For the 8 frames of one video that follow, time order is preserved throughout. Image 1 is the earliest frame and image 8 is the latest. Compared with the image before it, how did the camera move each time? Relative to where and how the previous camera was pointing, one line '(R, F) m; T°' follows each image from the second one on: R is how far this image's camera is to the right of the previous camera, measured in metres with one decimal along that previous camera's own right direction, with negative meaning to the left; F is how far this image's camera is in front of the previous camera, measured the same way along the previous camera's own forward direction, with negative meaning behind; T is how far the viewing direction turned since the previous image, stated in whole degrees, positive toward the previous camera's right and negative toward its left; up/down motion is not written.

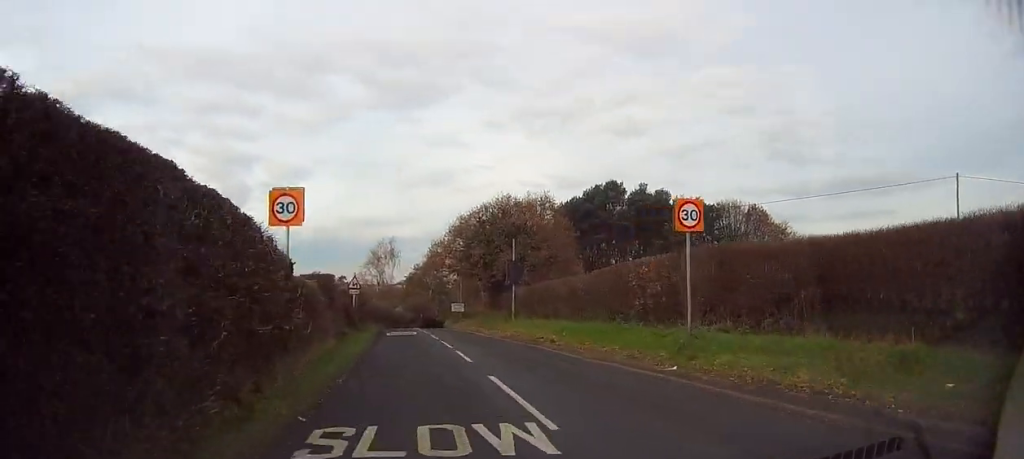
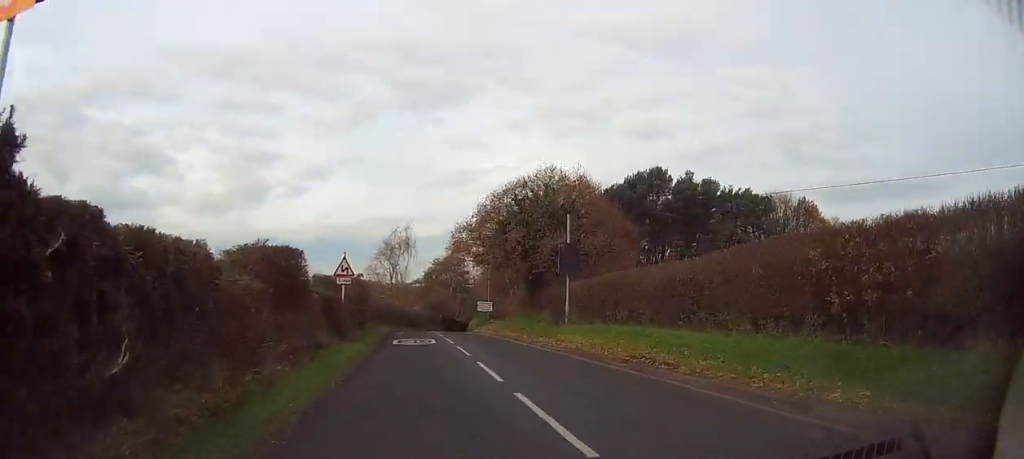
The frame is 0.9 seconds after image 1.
(-0.2, +10.4) m; -1°
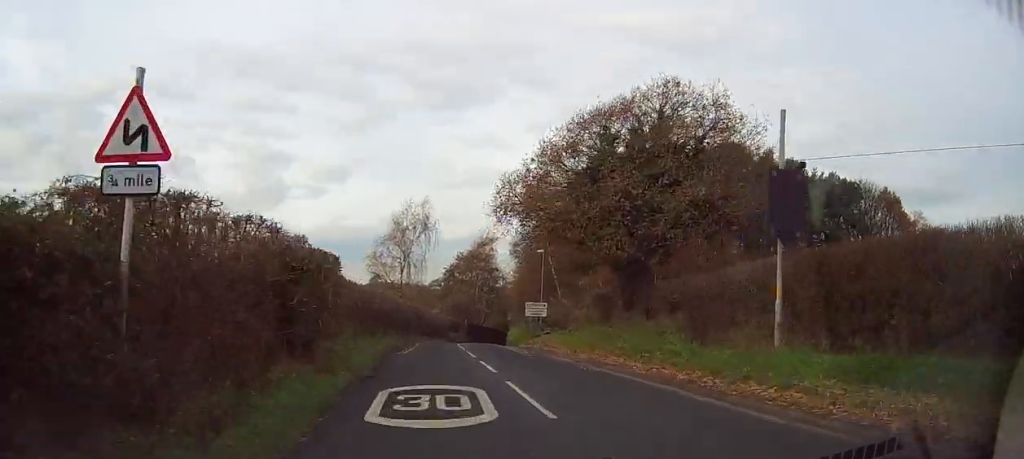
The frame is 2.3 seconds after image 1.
(0.0, +16.9) m; -1°
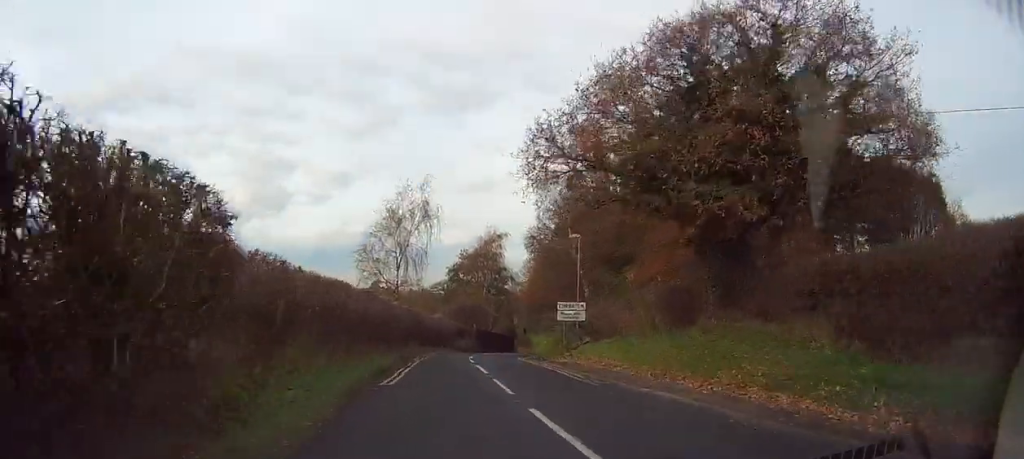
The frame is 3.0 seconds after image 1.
(-0.1, +8.5) m; -1°
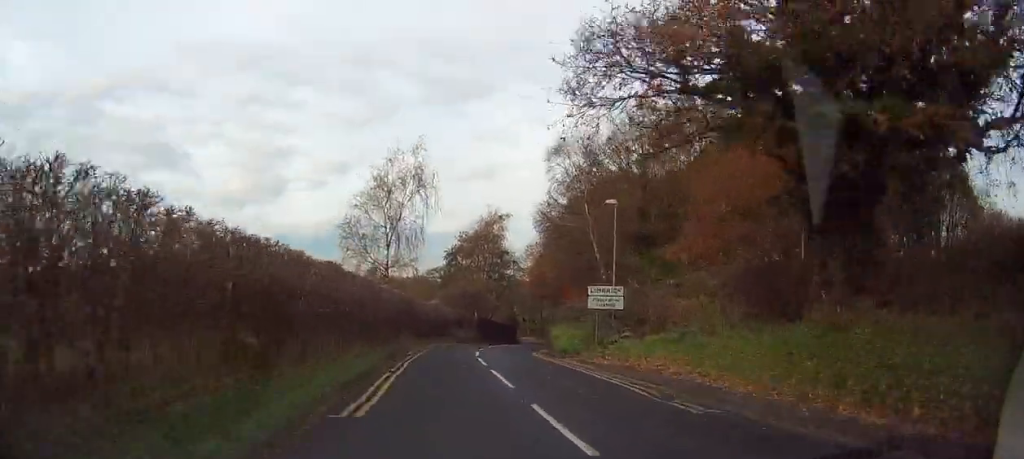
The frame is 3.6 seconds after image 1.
(-0.2, +6.1) m; 0°
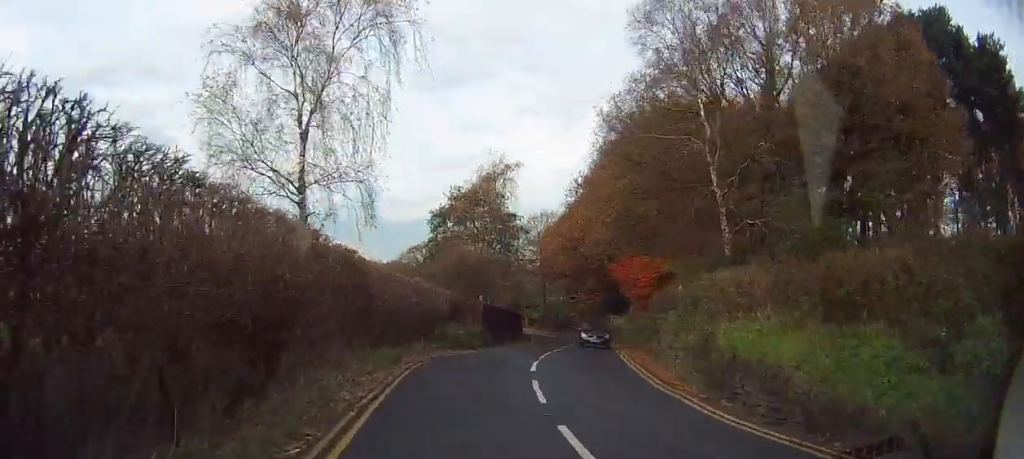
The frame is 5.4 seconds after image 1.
(+0.4, +19.9) m; +1°
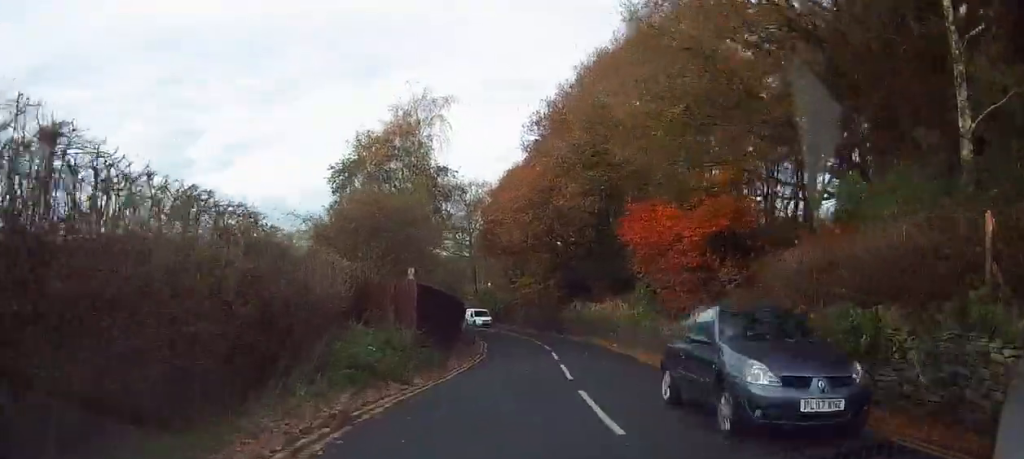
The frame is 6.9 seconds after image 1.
(+0.3, +14.4) m; +6°
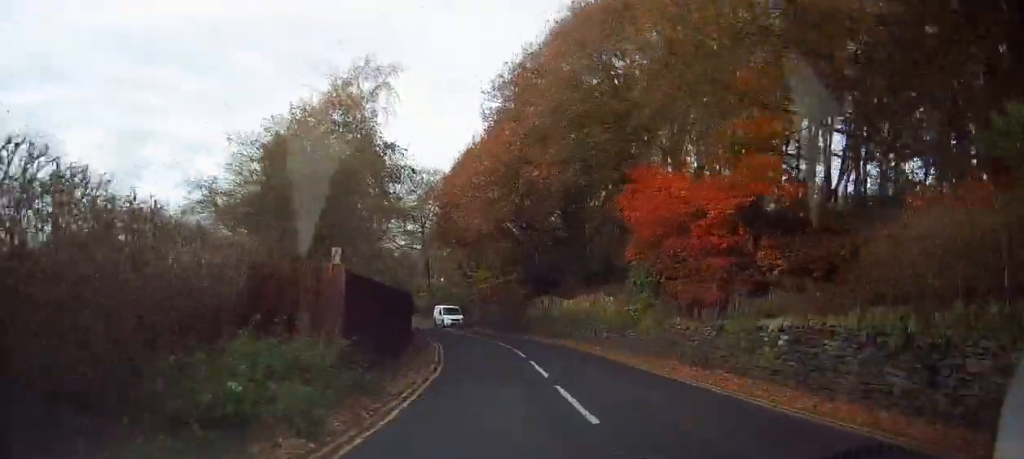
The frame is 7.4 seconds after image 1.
(+0.3, +5.1) m; +4°
